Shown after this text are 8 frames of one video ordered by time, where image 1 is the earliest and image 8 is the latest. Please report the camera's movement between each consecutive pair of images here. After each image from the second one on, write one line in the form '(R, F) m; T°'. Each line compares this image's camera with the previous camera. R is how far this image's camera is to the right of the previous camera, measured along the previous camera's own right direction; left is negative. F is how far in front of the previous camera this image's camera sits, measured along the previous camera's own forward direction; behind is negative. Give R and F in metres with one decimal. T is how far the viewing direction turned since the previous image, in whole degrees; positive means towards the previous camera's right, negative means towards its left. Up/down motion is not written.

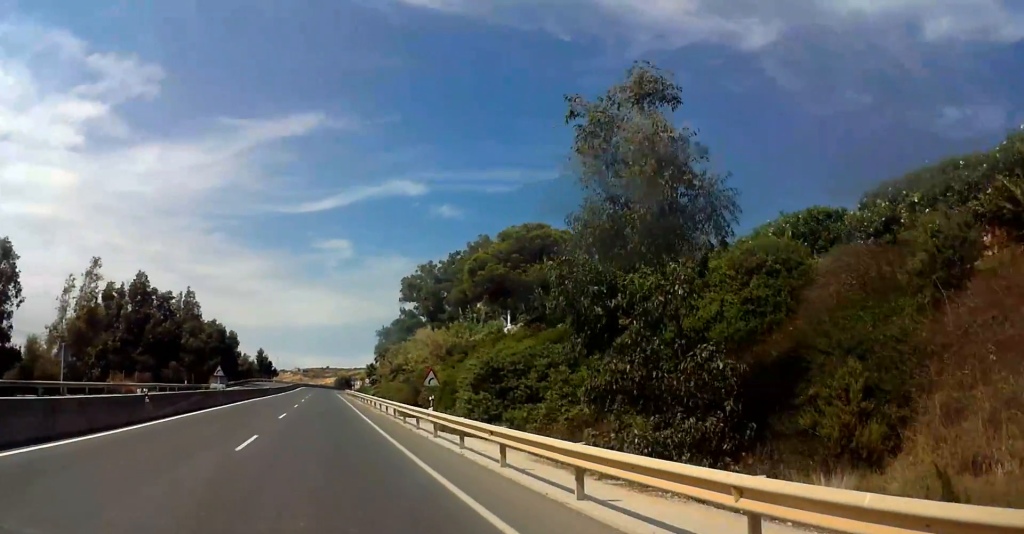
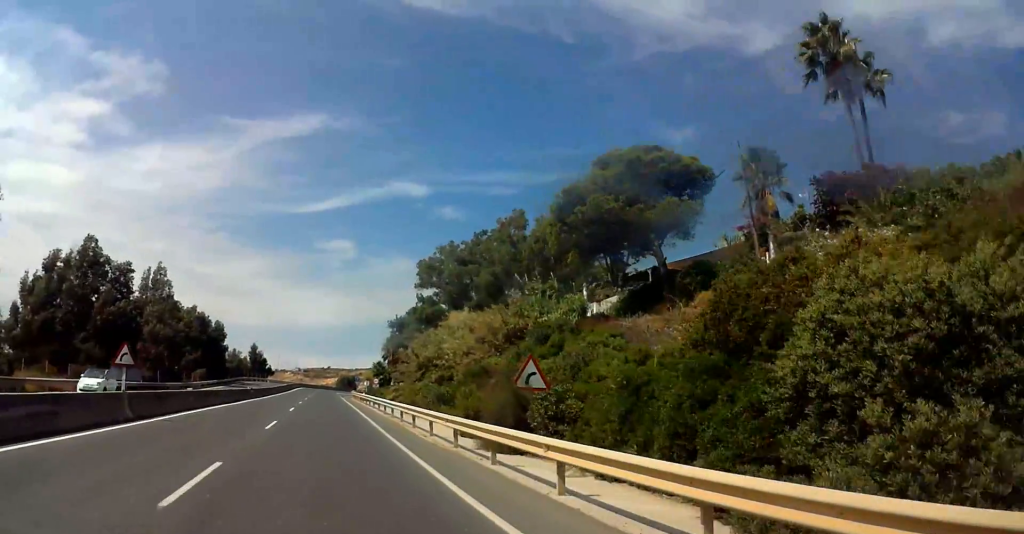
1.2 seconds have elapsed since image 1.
(+0.1, +19.6) m; +1°
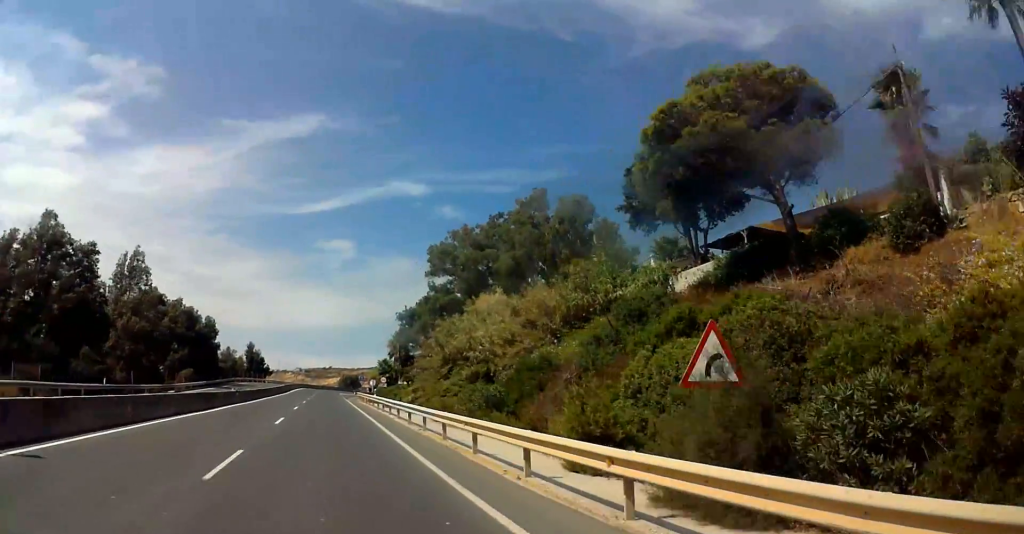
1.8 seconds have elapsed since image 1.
(0.0, +10.2) m; 0°
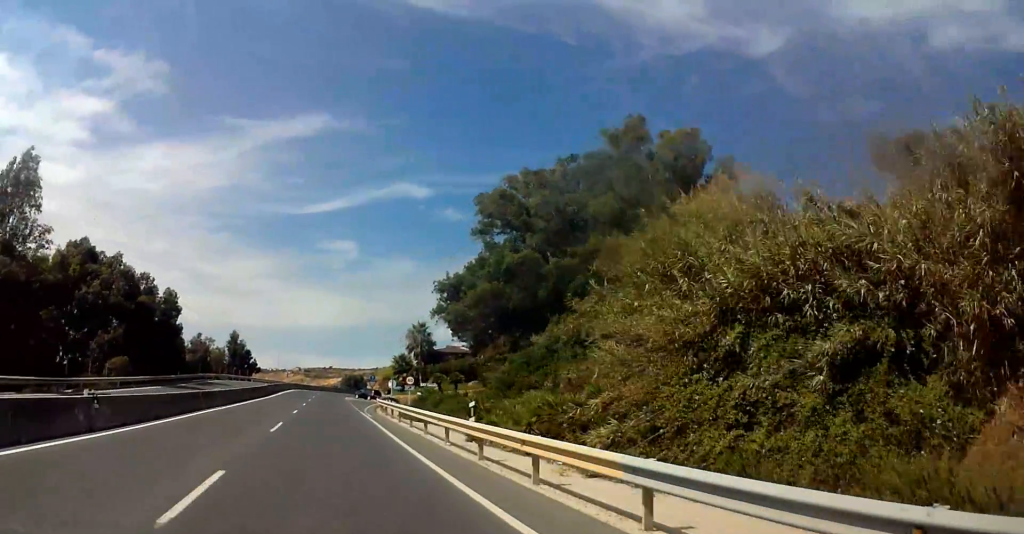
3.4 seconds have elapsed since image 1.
(0.0, +27.9) m; 0°
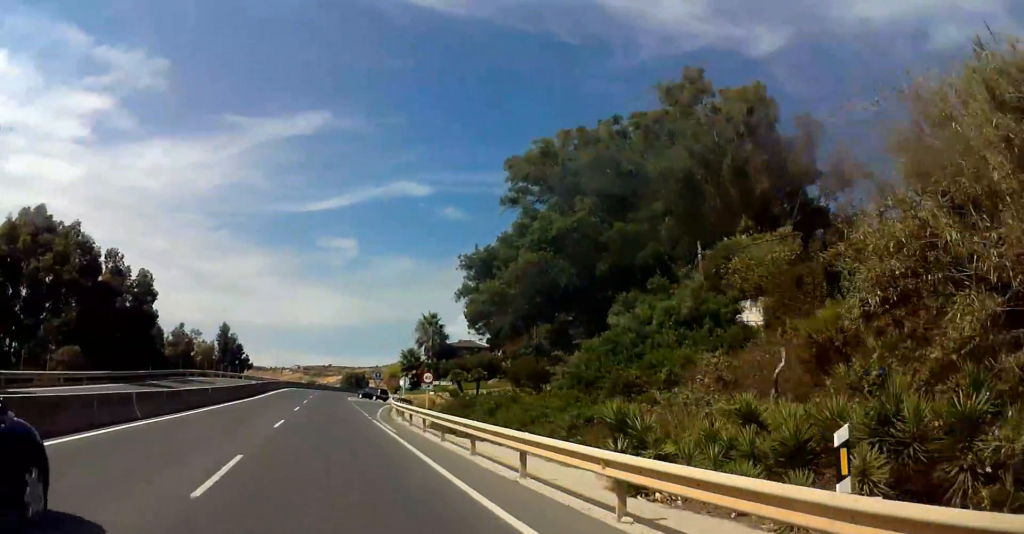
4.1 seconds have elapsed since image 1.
(0.0, +11.6) m; 0°
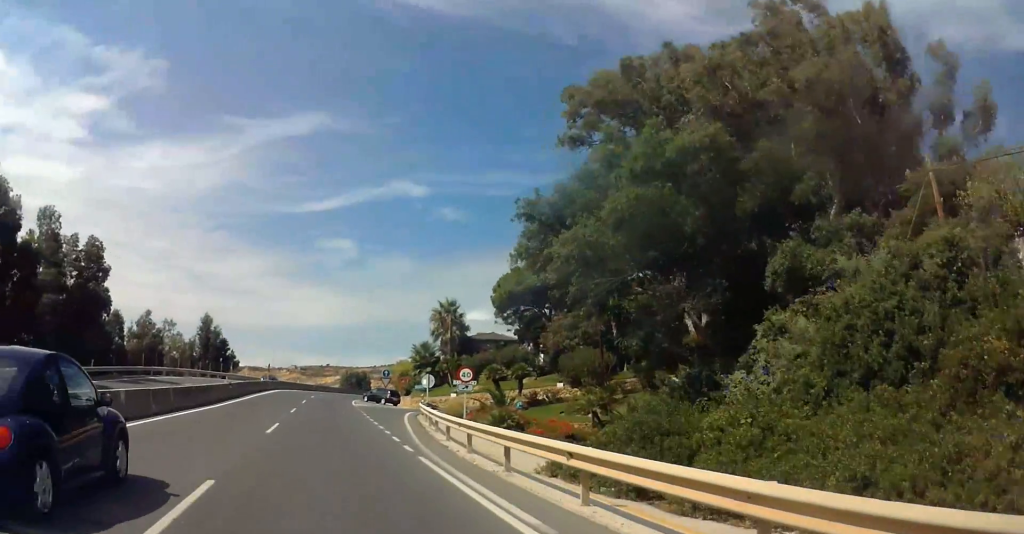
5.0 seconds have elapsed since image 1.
(+0.1, +15.1) m; 0°
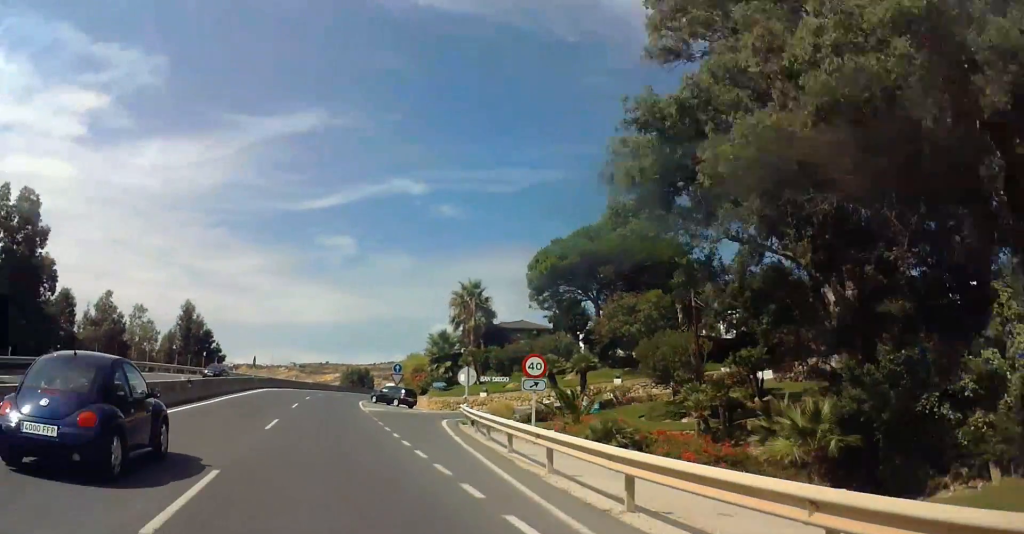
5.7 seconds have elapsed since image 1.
(0.0, +13.1) m; 0°
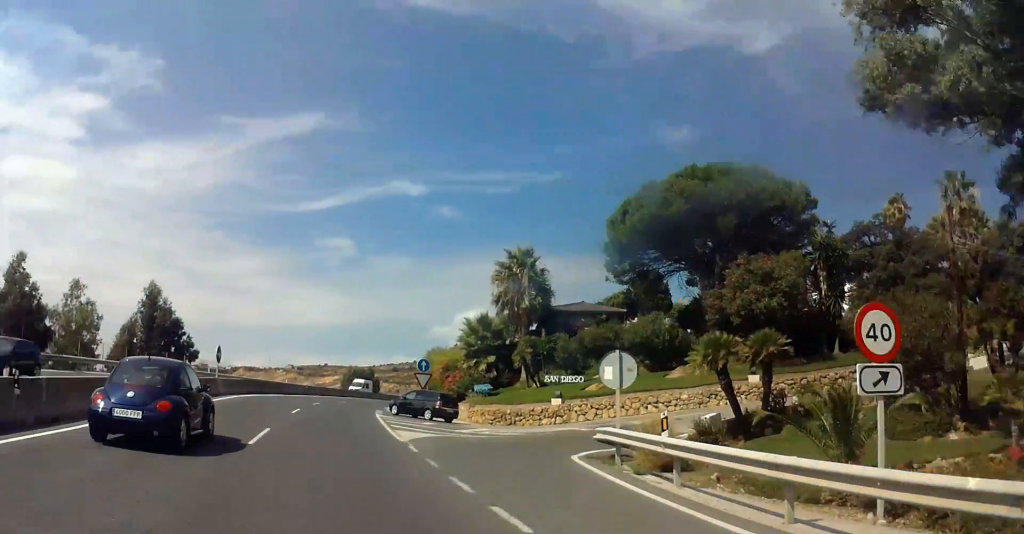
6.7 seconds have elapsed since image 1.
(-0.1, +16.5) m; 0°
